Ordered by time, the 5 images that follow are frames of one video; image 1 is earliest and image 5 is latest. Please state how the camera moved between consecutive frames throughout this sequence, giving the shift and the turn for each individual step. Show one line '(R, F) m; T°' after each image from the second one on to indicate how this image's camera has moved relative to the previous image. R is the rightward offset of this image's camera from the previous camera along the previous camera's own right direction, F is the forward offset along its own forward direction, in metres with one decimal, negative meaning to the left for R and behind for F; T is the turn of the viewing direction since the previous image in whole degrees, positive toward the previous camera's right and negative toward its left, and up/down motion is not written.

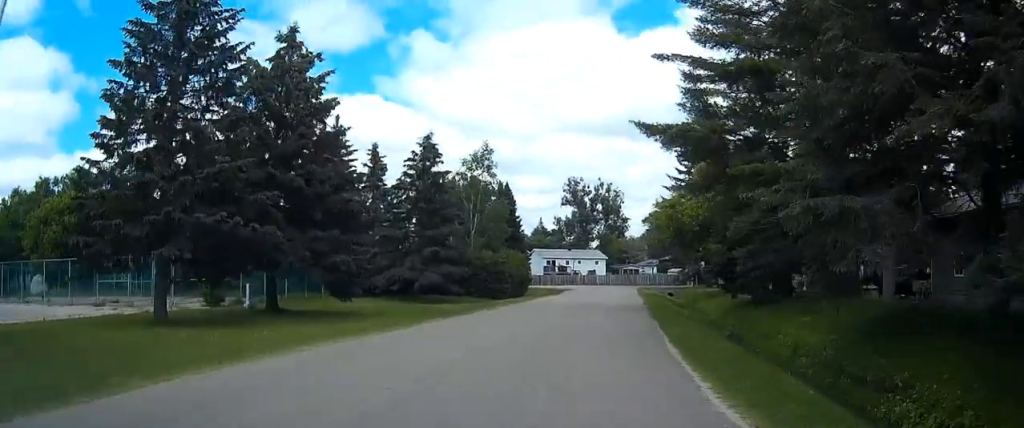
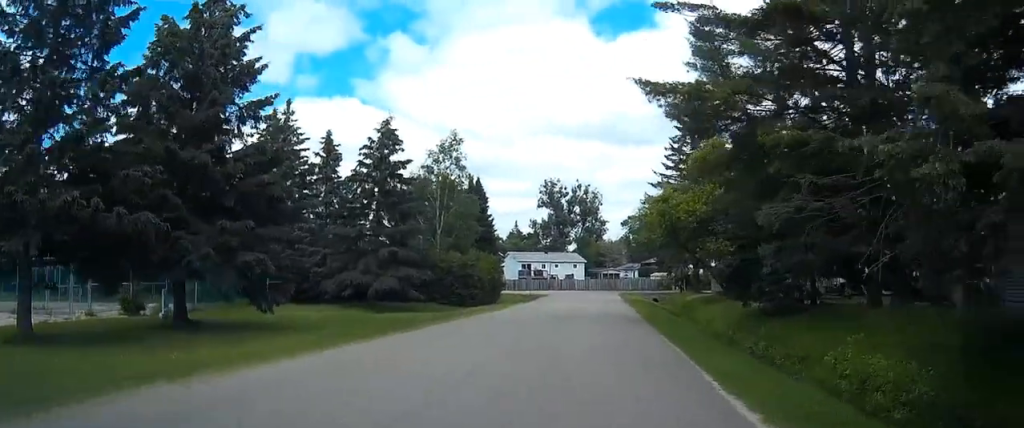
(+0.2, +7.1) m; +2°
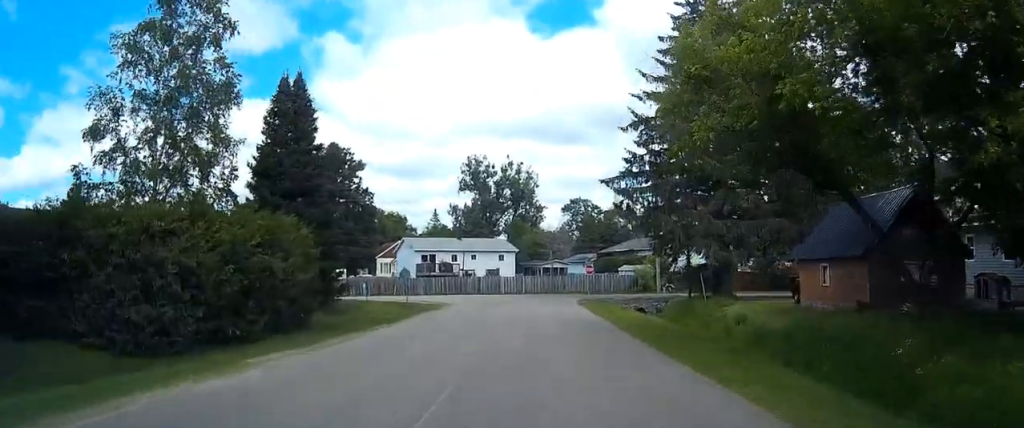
(+2.8, +38.7) m; +6°
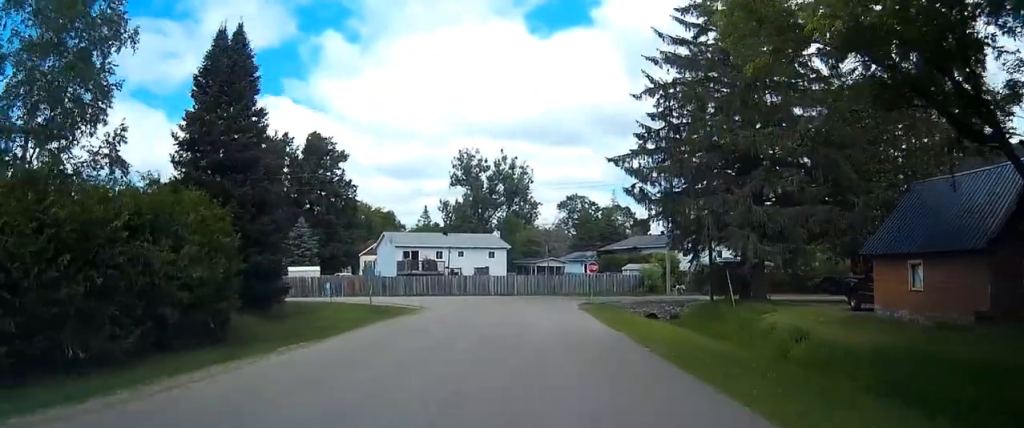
(-0.1, +7.8) m; 0°
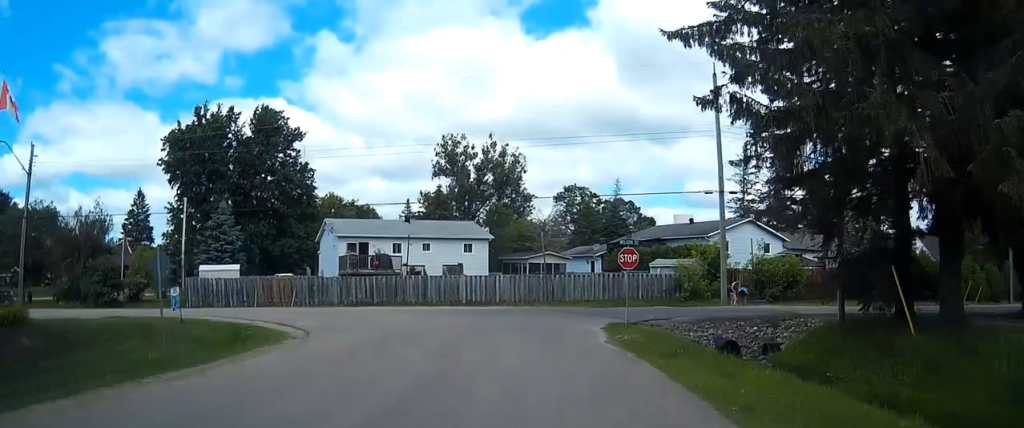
(+0.3, +19.2) m; 0°
